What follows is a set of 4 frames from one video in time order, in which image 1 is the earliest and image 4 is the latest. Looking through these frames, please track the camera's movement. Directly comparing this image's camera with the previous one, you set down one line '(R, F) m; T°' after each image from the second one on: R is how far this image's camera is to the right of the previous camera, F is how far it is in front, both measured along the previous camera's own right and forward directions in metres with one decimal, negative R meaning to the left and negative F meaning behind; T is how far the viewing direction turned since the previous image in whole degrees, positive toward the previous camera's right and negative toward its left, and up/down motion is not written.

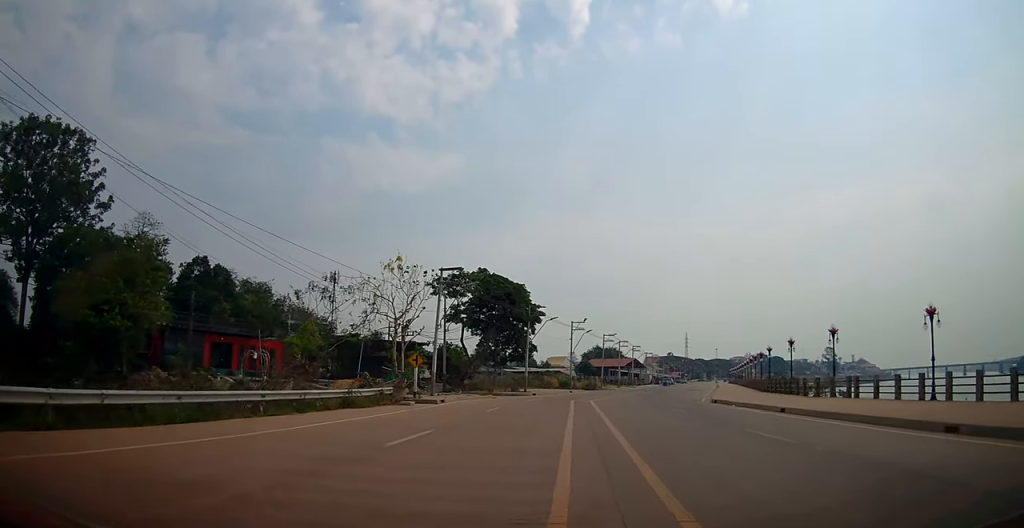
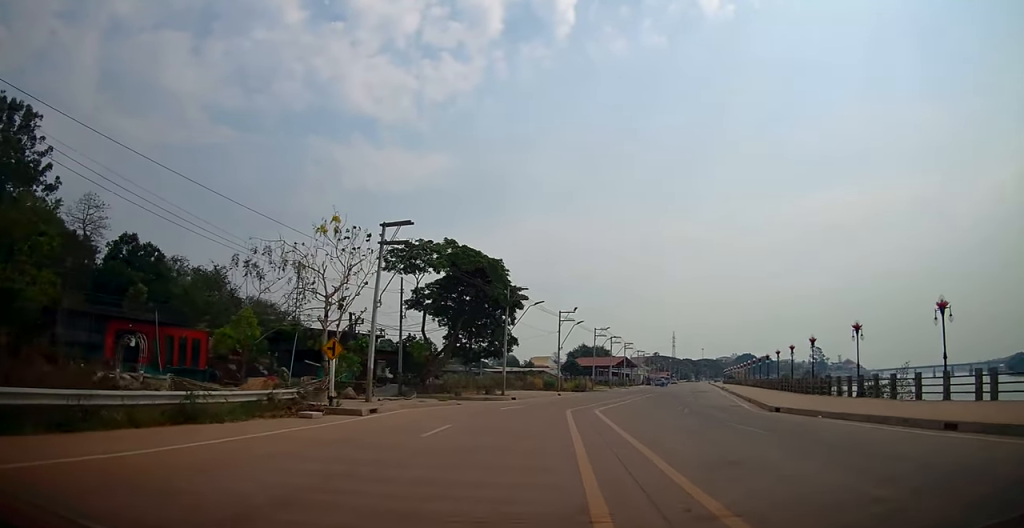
(+0.2, +8.9) m; 0°
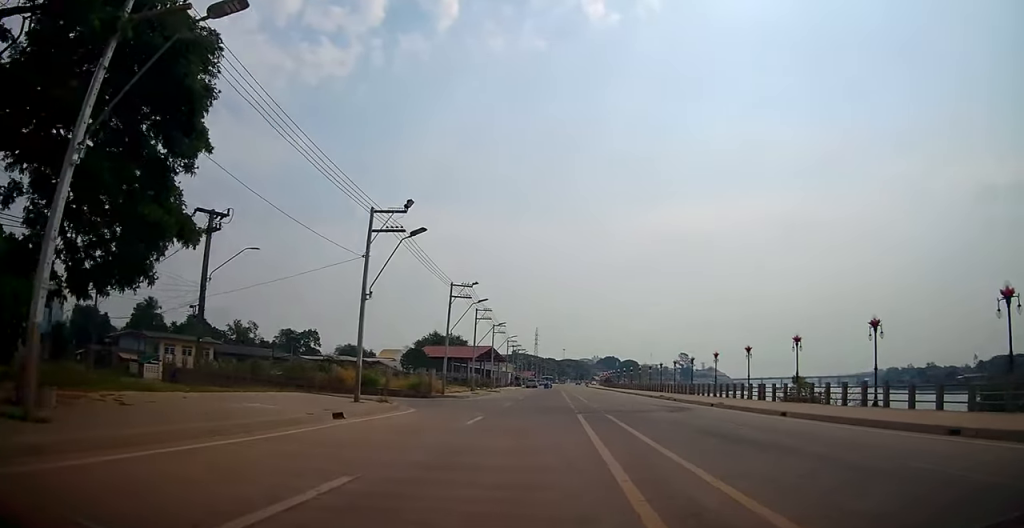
(+1.3, +29.3) m; +10°
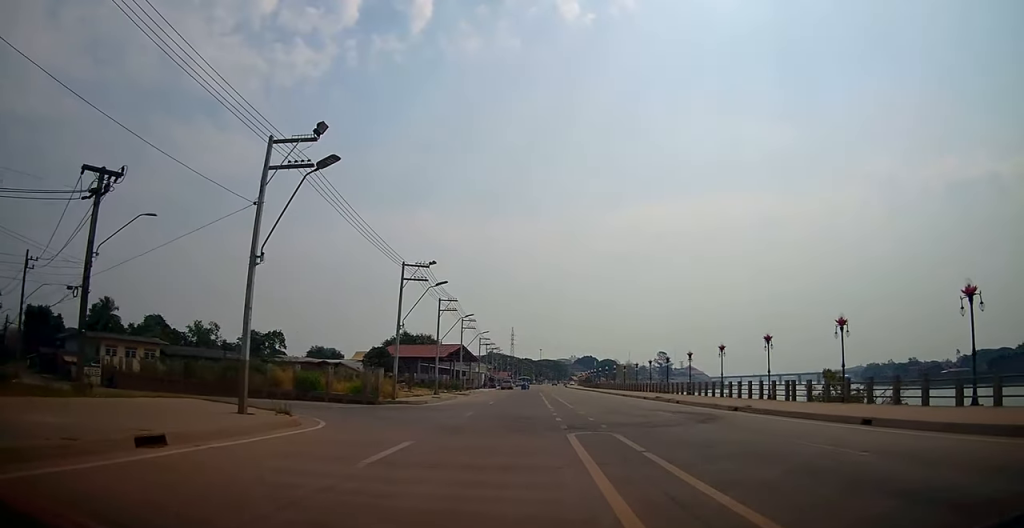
(+0.2, +6.9) m; +2°
